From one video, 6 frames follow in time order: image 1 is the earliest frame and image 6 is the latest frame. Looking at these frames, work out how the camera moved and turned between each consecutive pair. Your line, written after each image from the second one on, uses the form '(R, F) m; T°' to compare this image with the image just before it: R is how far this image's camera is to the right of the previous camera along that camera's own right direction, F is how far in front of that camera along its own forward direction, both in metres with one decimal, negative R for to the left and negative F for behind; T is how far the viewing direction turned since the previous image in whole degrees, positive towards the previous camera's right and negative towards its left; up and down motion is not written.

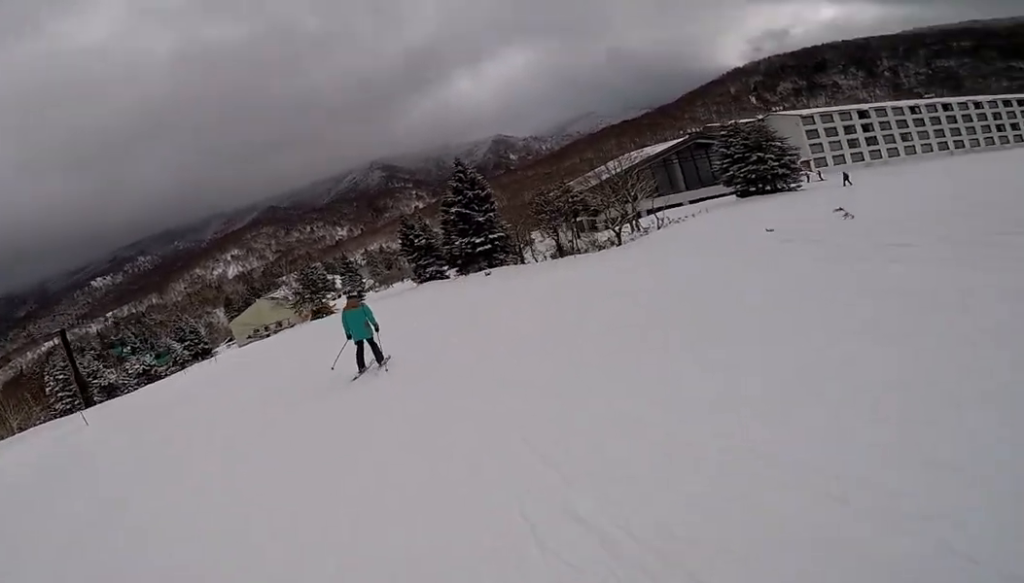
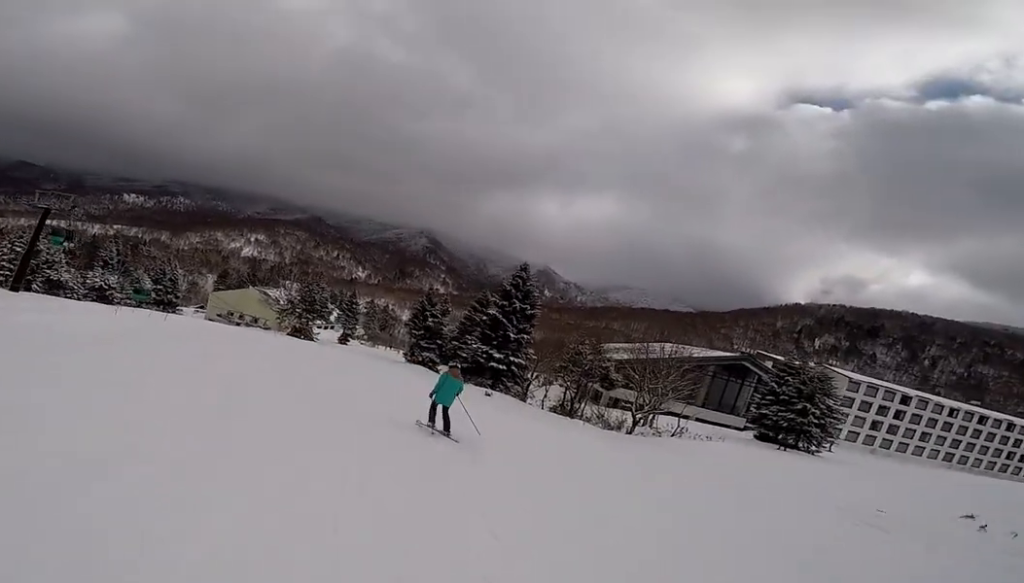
(+0.9, +5.2) m; +11°
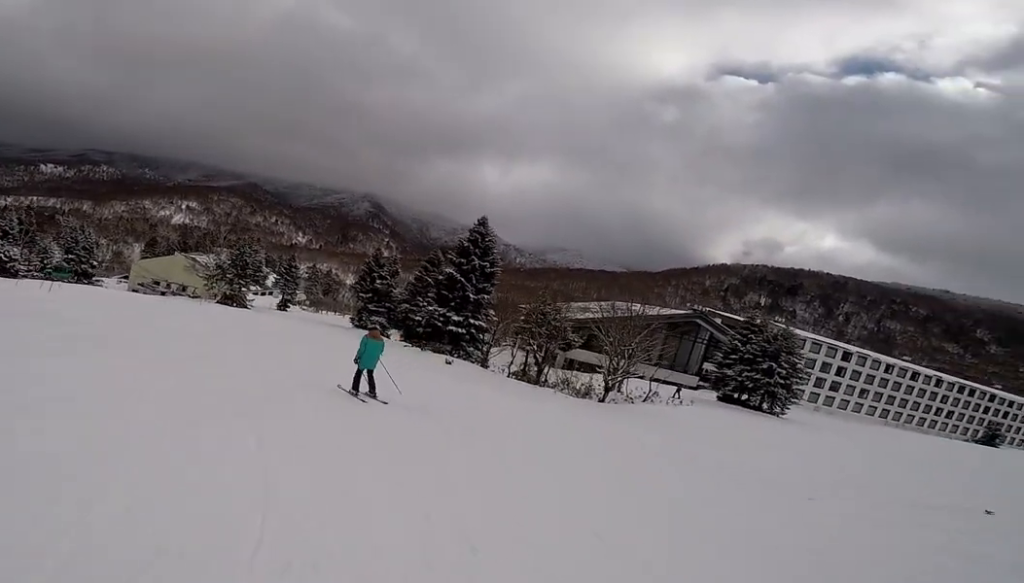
(+0.2, +5.0) m; -1°
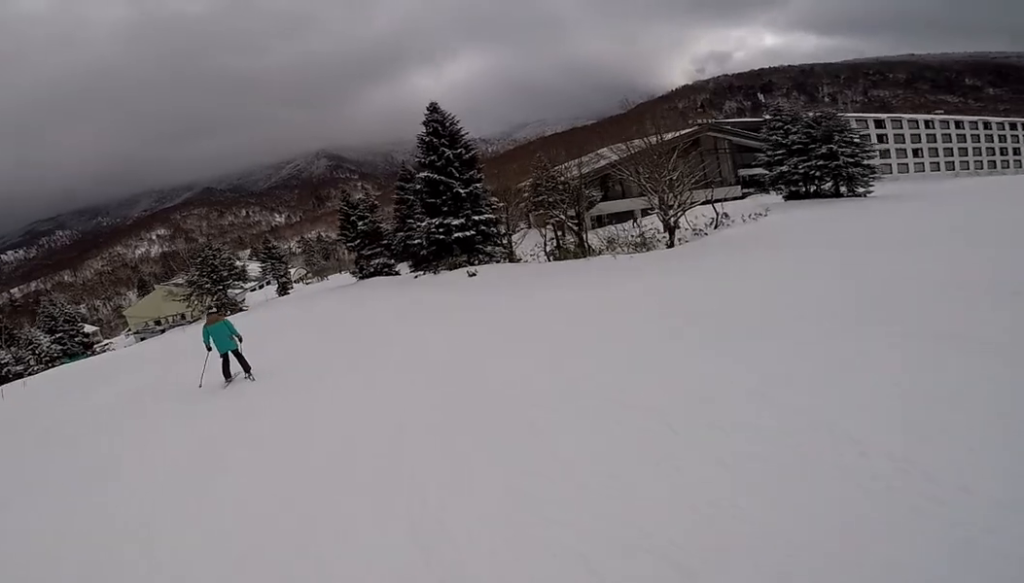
(-0.5, +6.7) m; -13°
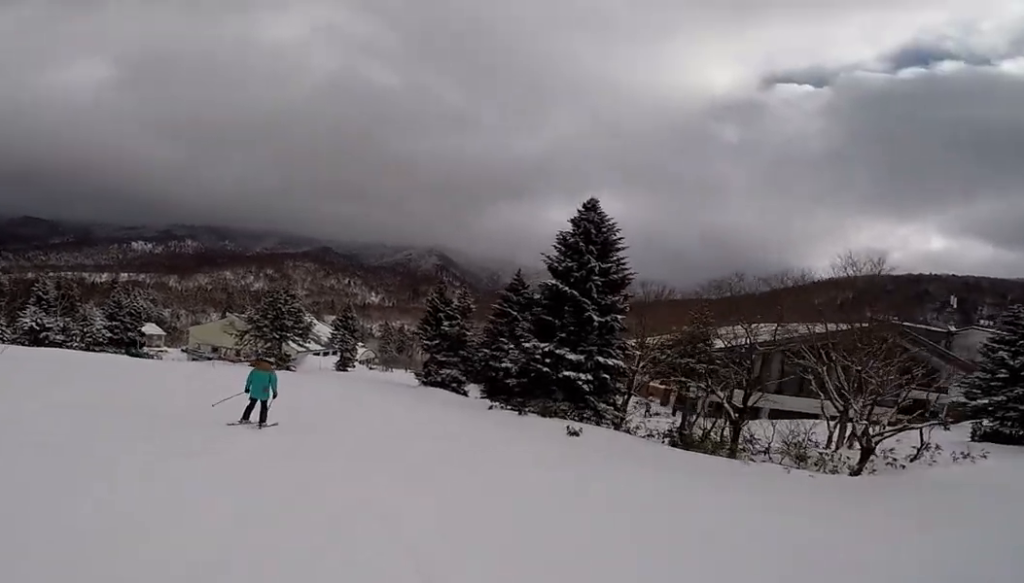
(-1.5, +7.4) m; -7°
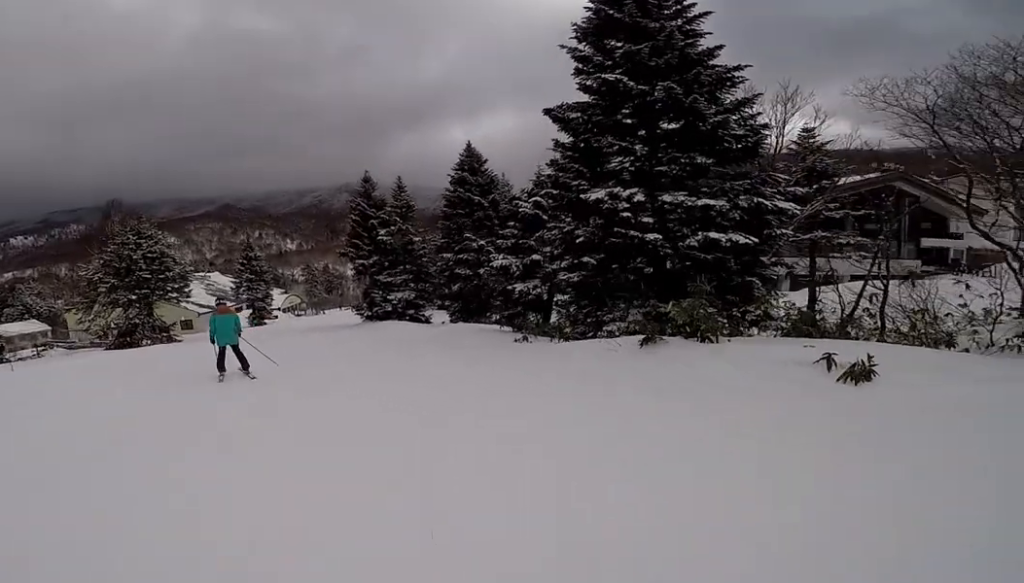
(+0.3, +12.6) m; 0°
